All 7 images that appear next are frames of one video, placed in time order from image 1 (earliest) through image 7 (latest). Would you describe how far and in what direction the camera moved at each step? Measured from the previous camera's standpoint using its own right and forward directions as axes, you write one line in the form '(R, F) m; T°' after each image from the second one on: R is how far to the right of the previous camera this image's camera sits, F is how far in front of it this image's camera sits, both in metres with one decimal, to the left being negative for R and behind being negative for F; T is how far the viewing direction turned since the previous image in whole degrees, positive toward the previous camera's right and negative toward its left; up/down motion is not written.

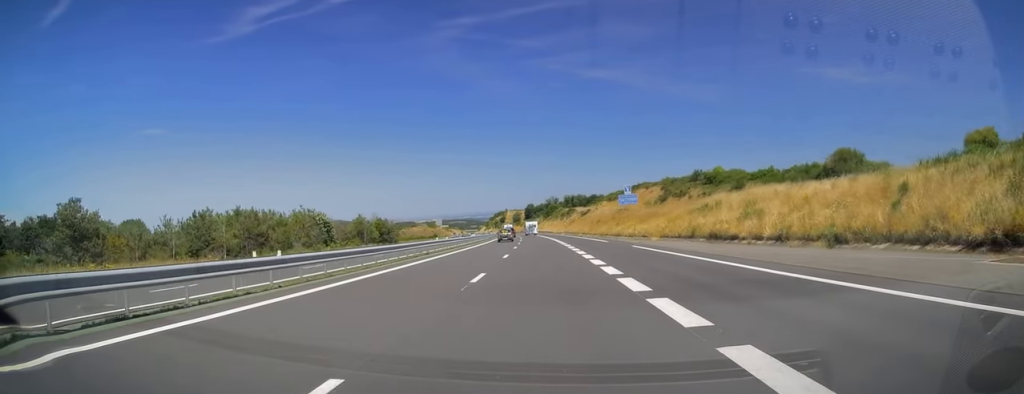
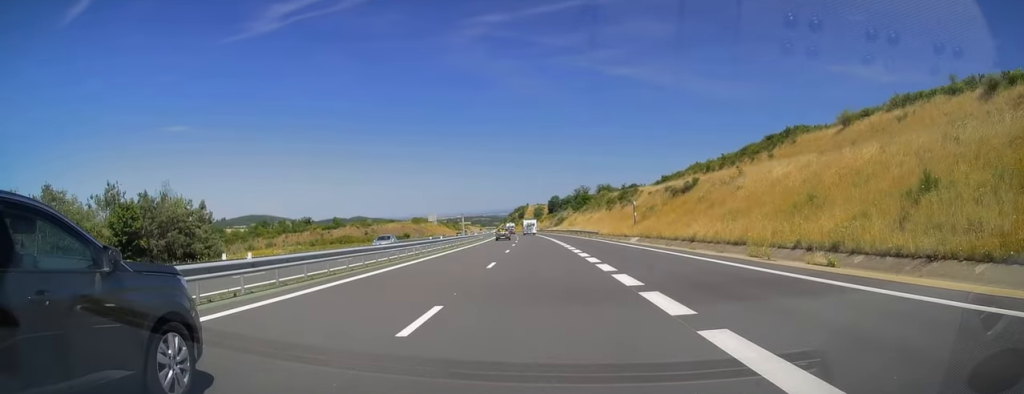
(-2.2, +86.3) m; -2°
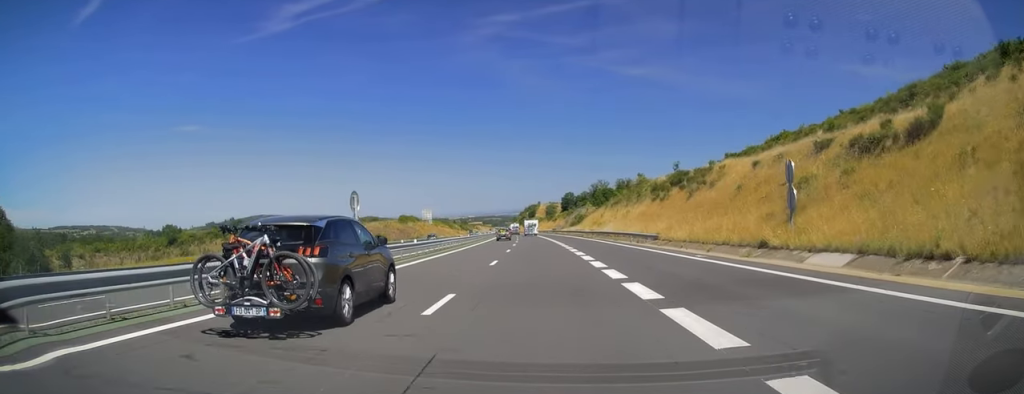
(-0.1, +37.2) m; -1°
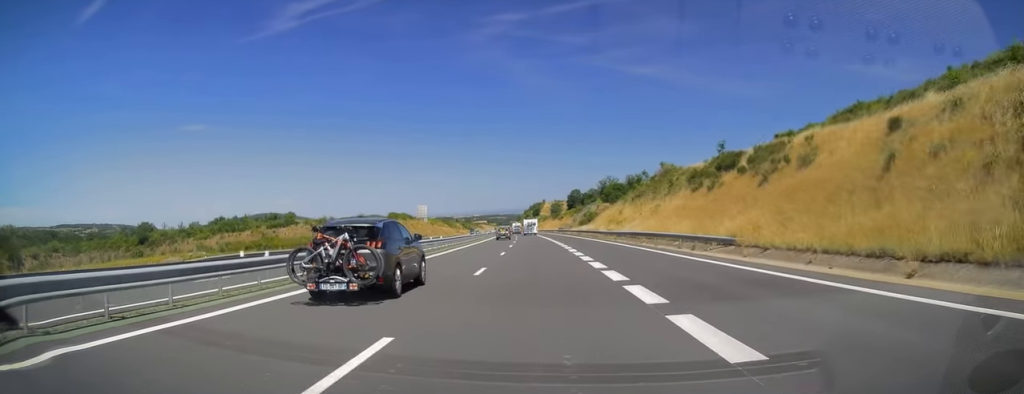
(0.0, +18.1) m; -1°
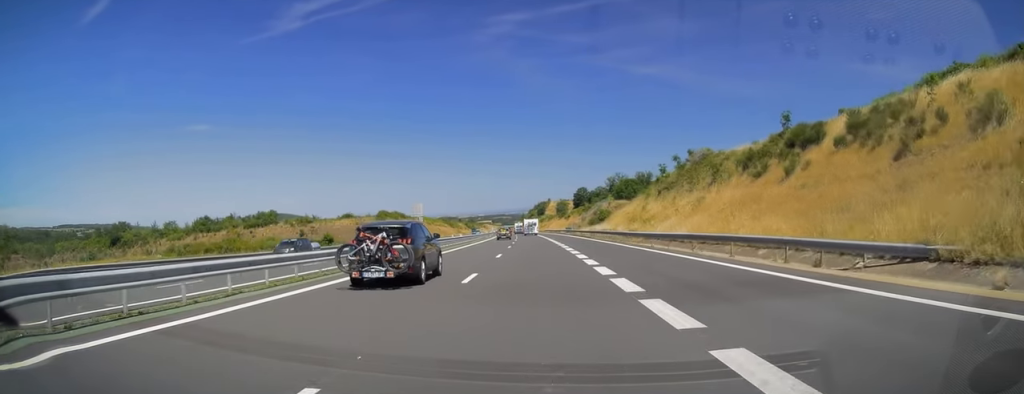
(-0.3, +15.5) m; -1°
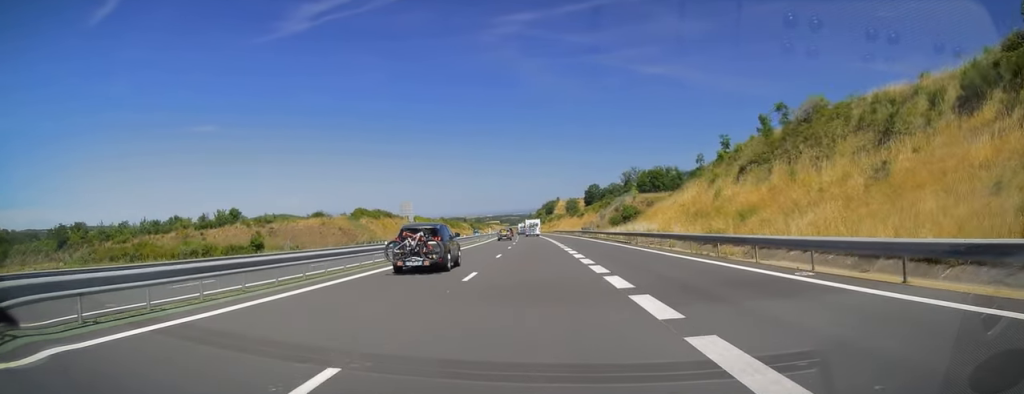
(-0.2, +25.4) m; -1°
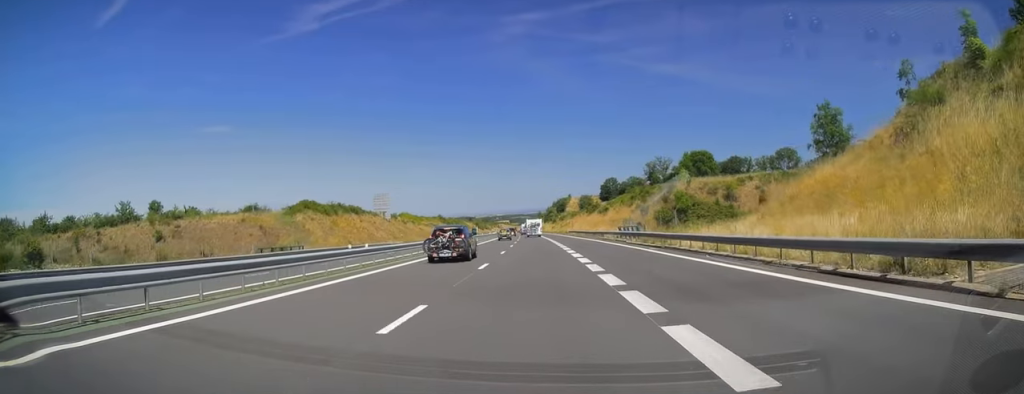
(-0.3, +34.3) m; -1°
